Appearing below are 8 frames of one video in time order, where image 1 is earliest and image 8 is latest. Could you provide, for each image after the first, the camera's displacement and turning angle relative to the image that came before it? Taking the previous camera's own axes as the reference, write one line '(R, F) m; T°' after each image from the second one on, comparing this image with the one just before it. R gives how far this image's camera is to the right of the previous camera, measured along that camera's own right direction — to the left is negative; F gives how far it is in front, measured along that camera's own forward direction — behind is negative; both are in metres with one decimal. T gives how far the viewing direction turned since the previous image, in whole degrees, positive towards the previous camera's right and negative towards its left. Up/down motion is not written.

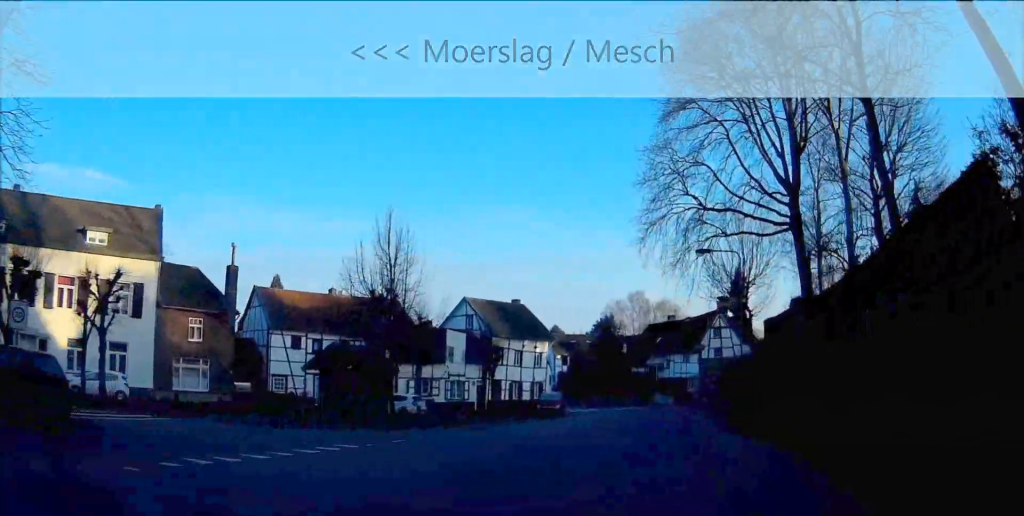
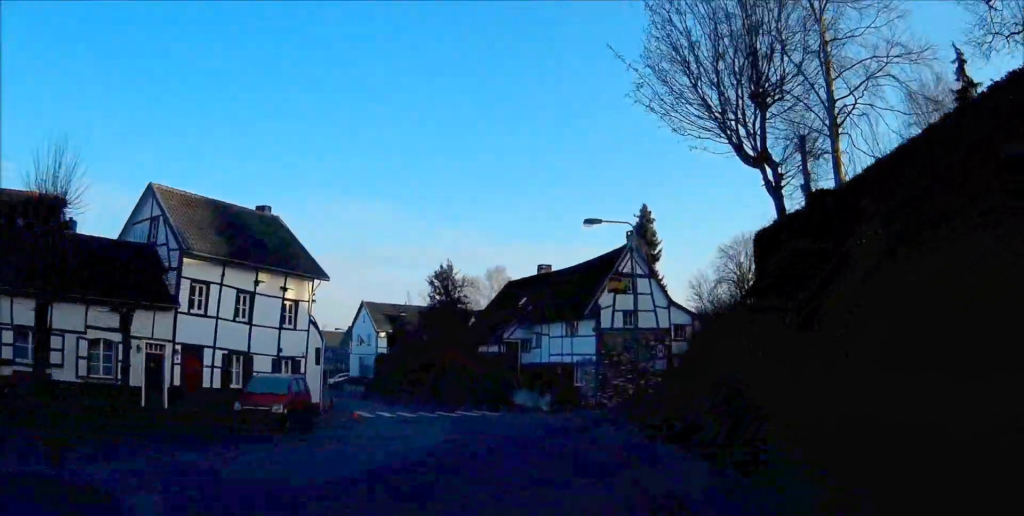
(+1.6, +29.0) m; -2°
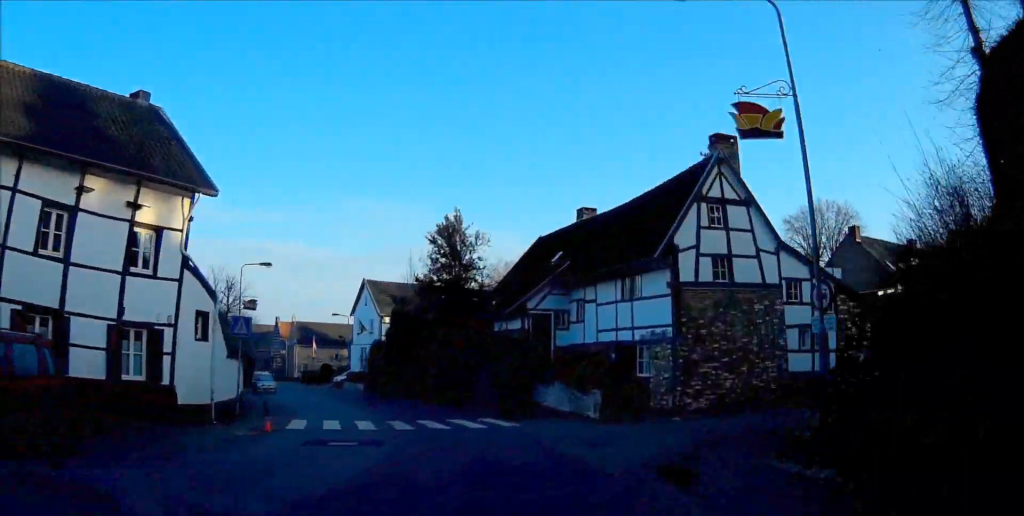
(-0.2, +14.3) m; -6°
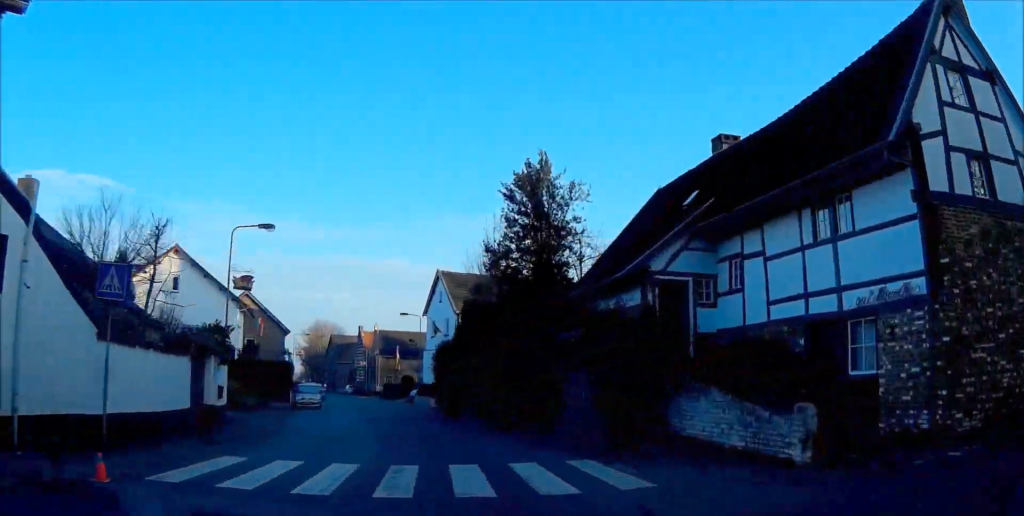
(-0.4, +11.6) m; -5°
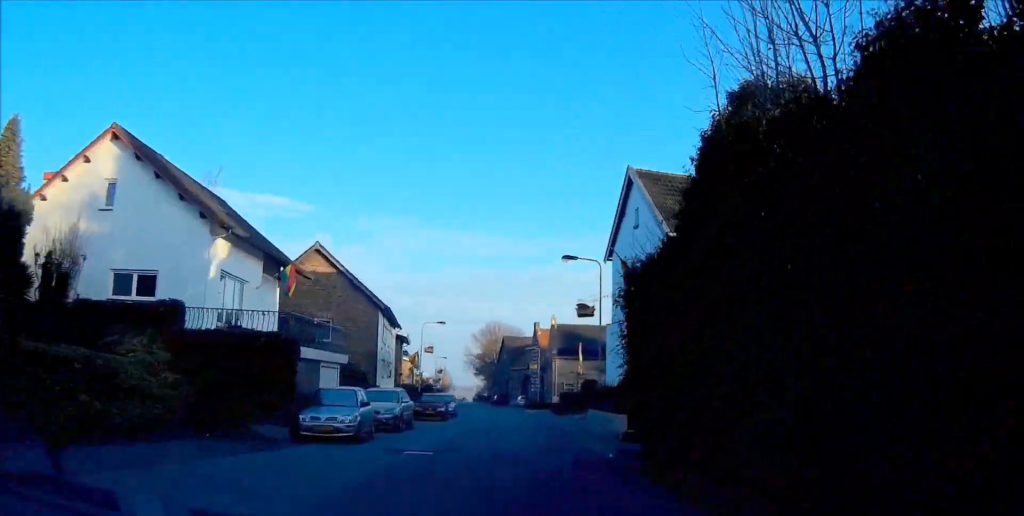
(-2.9, +24.6) m; -8°
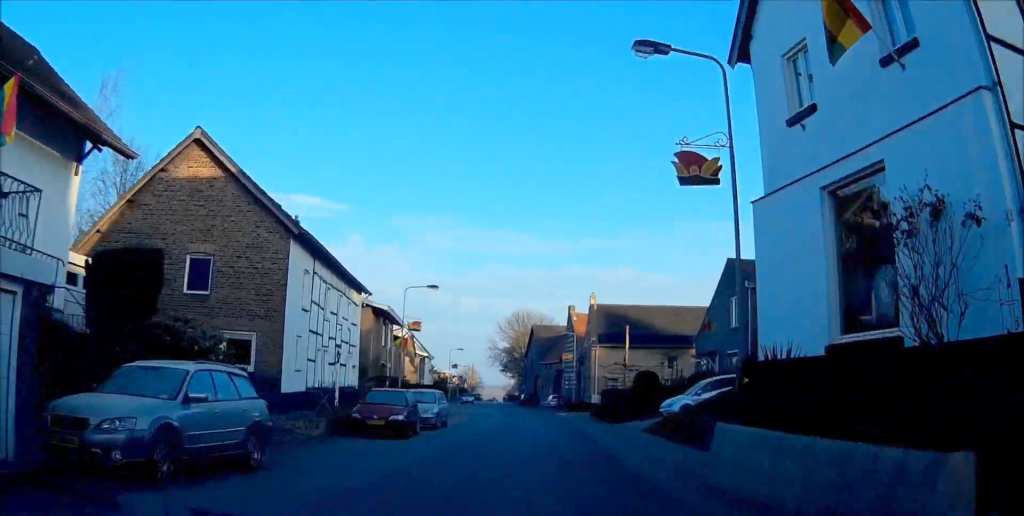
(-0.4, +17.2) m; -2°
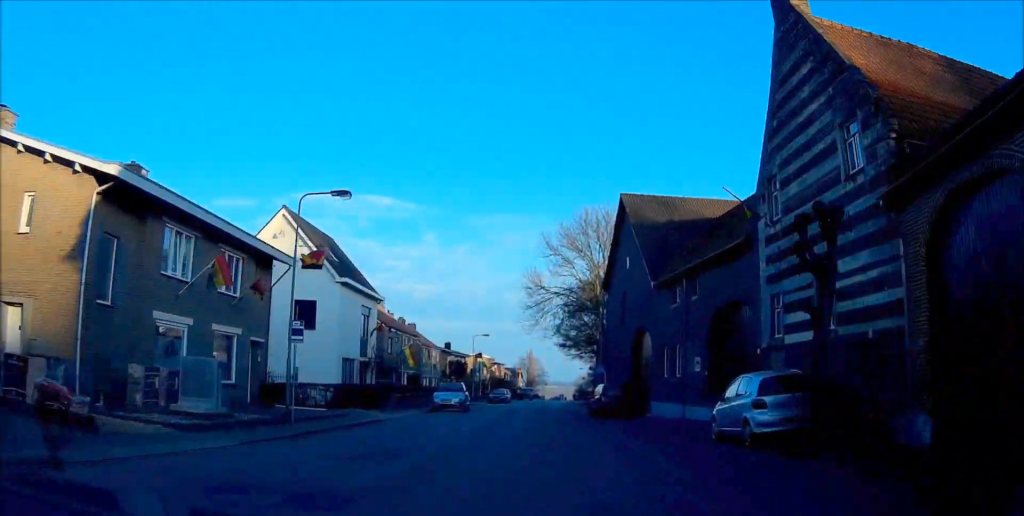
(-3.7, +63.3) m; -5°
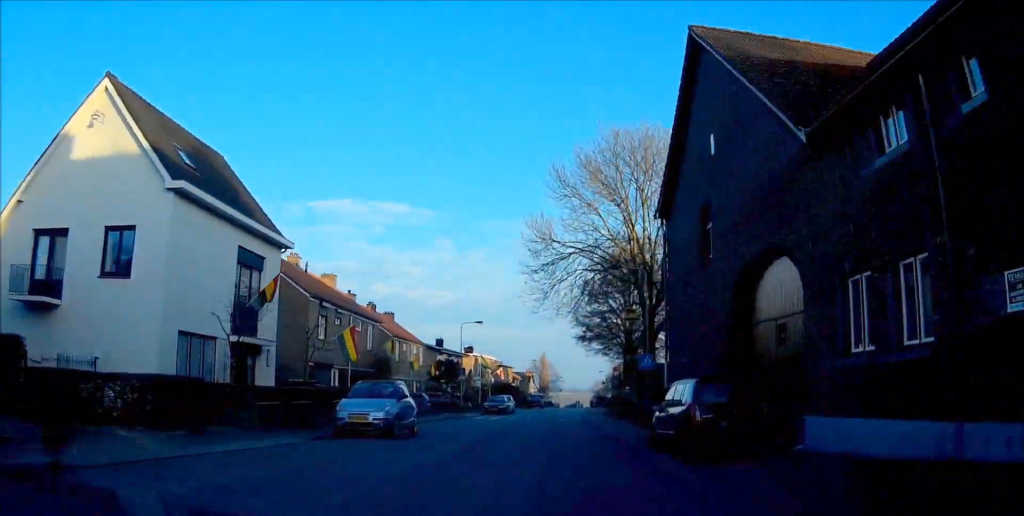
(-0.1, +18.3) m; 0°
